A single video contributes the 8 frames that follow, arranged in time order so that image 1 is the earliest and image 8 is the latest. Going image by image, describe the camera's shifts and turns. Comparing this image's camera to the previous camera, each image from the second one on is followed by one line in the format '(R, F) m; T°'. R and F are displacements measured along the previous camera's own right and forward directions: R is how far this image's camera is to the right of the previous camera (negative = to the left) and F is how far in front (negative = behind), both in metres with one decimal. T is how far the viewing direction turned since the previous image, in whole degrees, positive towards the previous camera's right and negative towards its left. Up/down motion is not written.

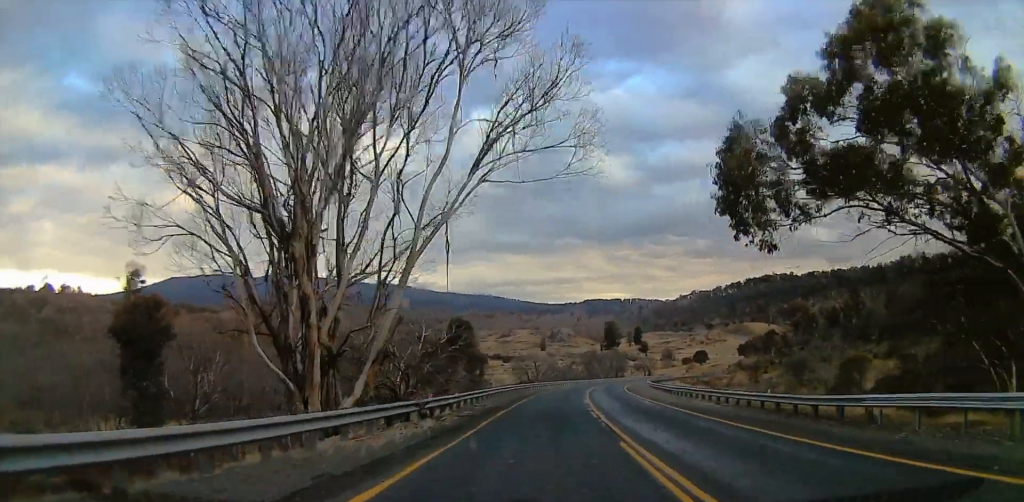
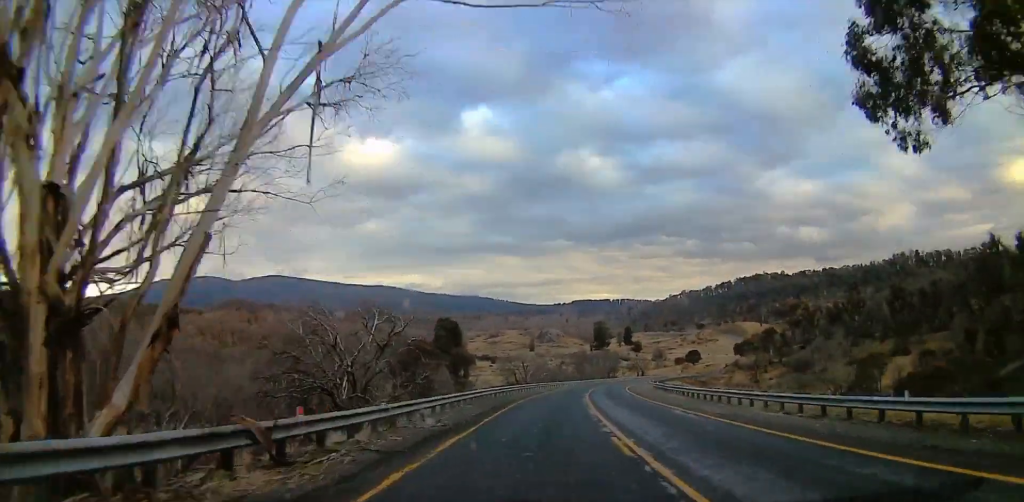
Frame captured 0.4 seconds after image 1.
(-0.4, +10.8) m; +2°
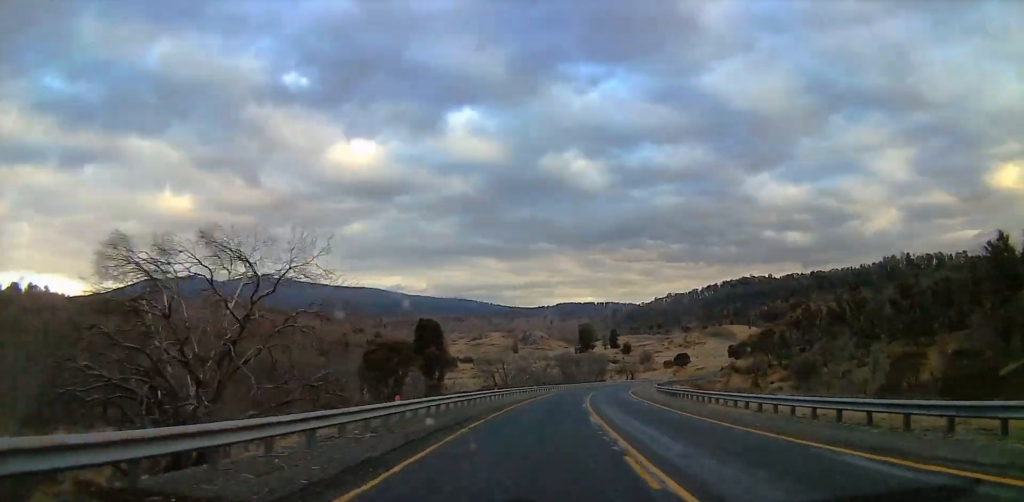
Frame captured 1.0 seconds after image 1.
(+0.9, +15.2) m; +2°
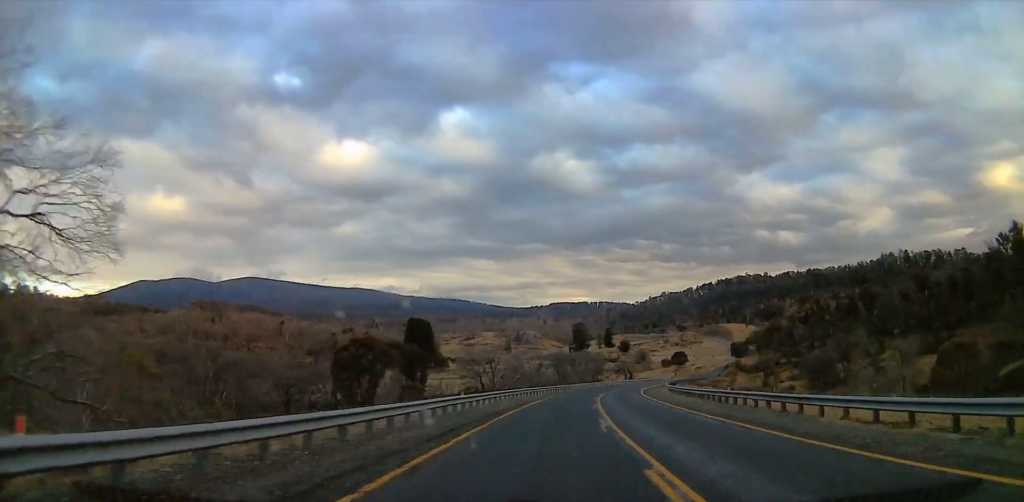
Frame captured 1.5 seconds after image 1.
(+0.5, +14.1) m; +2°
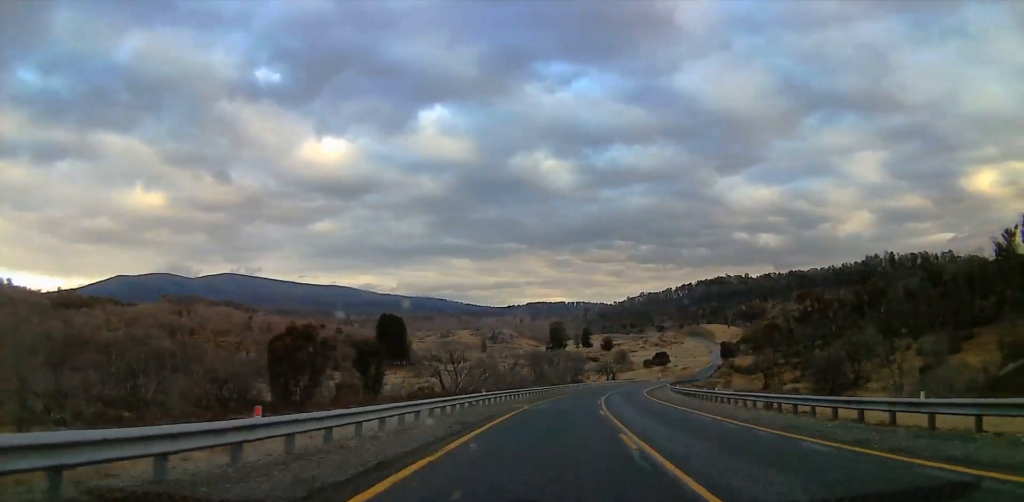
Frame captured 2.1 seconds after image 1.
(0.0, +17.4) m; +1°
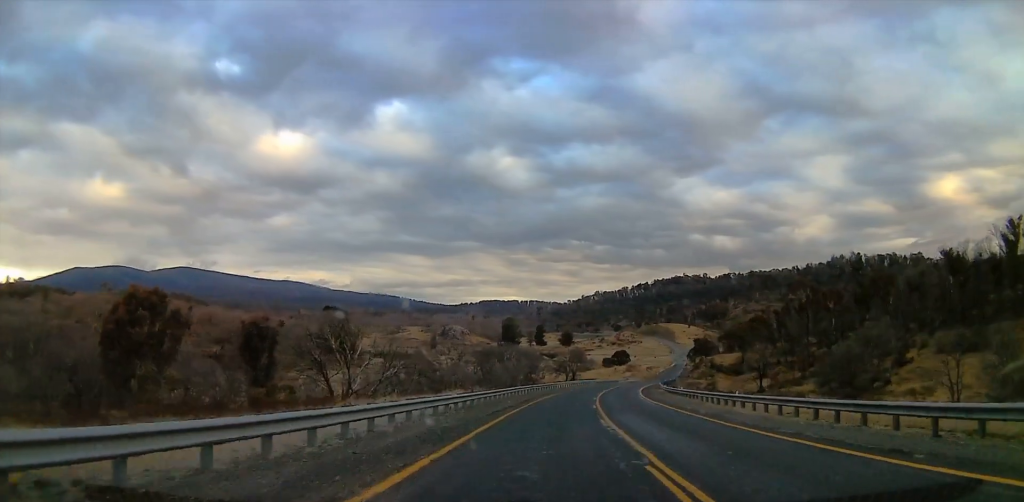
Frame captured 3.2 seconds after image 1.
(+0.9, +29.3) m; +3°
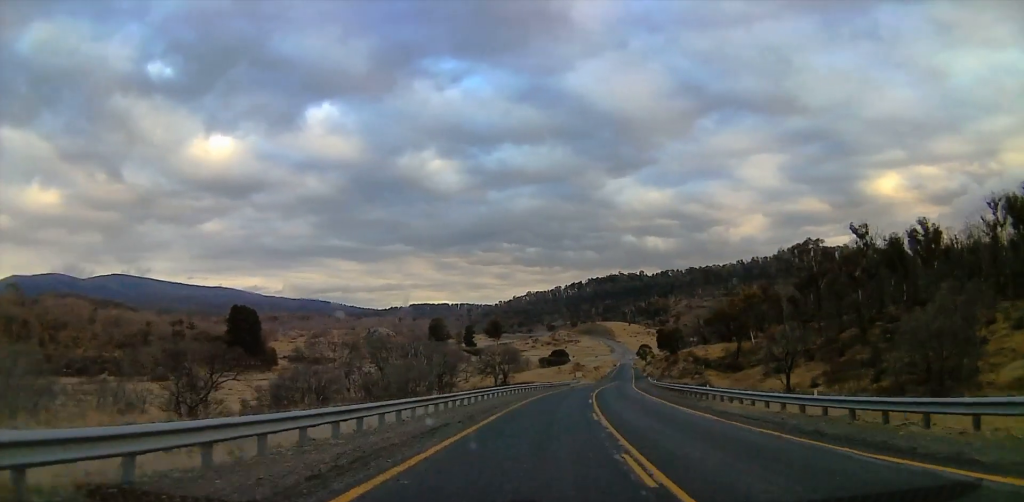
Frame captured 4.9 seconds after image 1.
(+2.1, +46.6) m; +7°
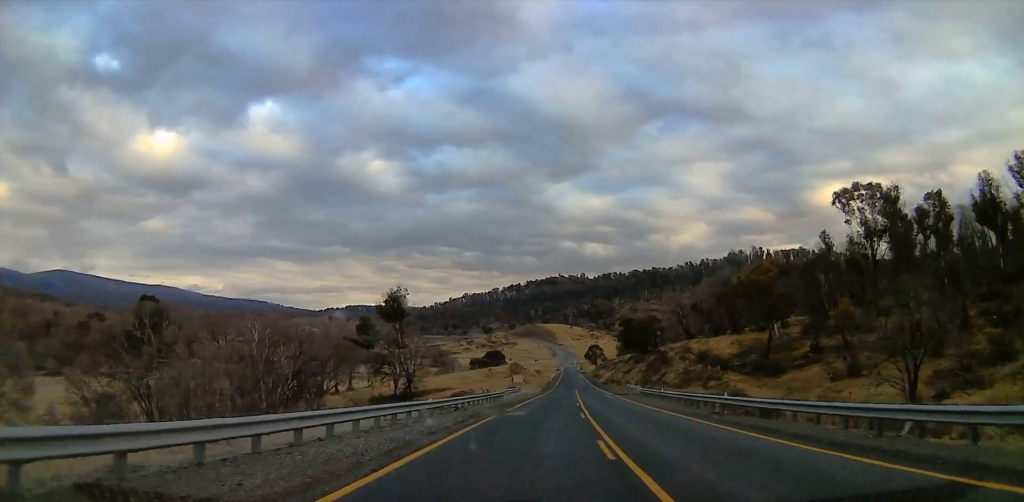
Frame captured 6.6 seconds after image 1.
(+2.7, +44.6) m; +5°
